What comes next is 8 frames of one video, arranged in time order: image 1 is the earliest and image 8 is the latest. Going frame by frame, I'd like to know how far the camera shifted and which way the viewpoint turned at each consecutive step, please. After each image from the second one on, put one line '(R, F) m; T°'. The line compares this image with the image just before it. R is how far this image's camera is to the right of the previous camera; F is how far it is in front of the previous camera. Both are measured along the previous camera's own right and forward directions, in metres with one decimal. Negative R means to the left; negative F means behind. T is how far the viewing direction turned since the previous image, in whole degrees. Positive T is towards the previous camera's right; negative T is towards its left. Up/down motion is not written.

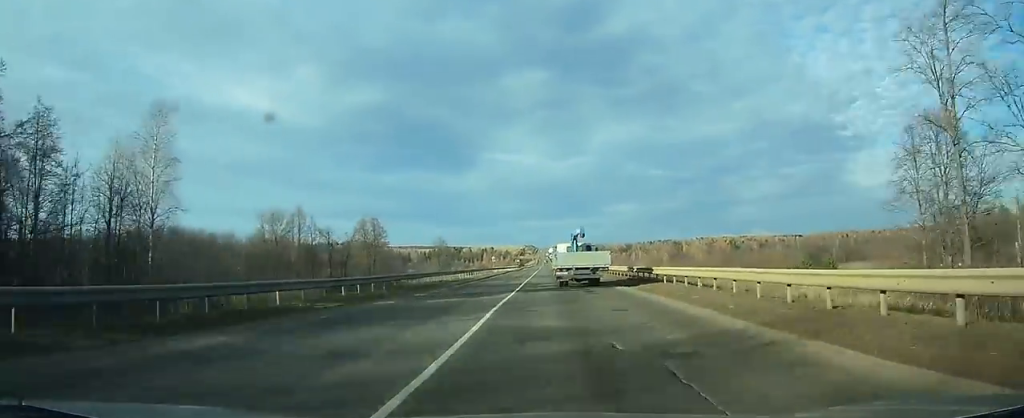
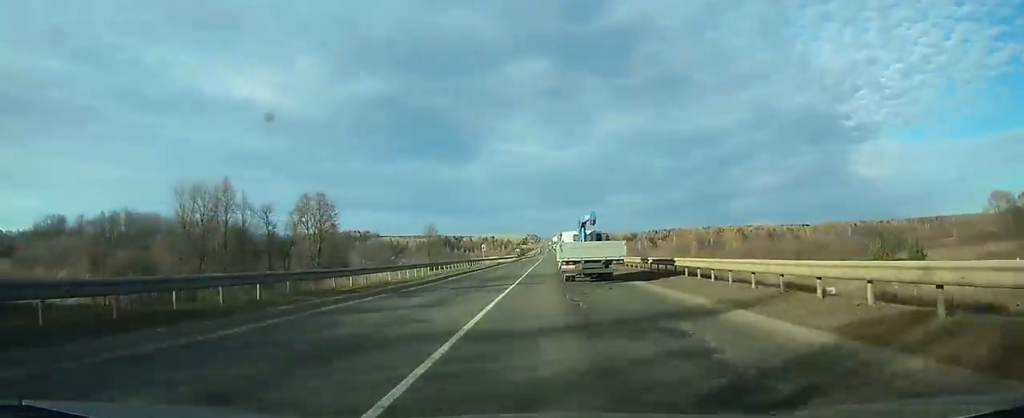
(+0.1, +25.8) m; 0°
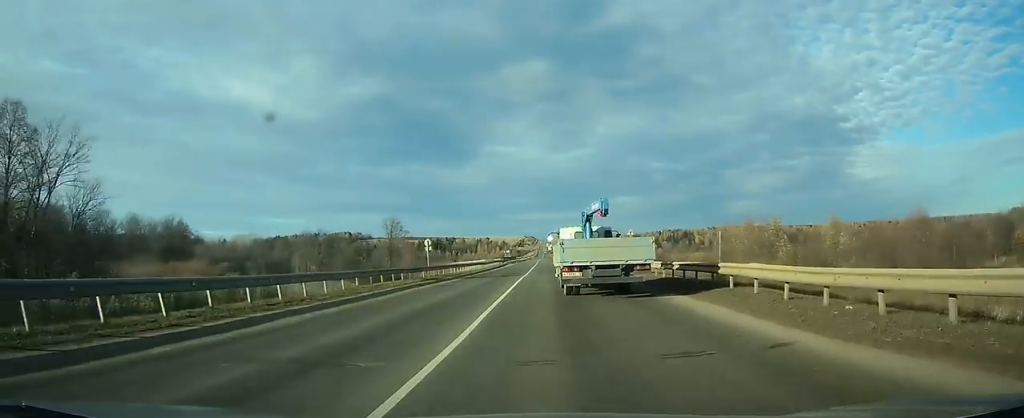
(-0.2, +48.7) m; 0°
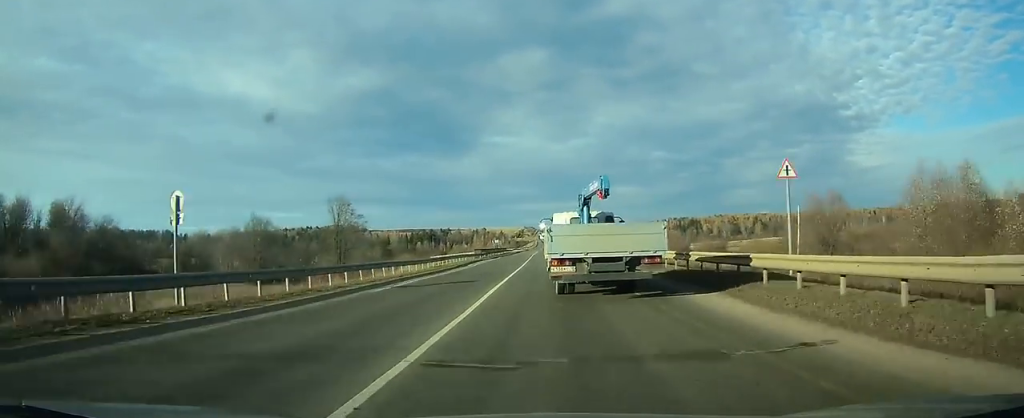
(-0.1, +42.5) m; 0°
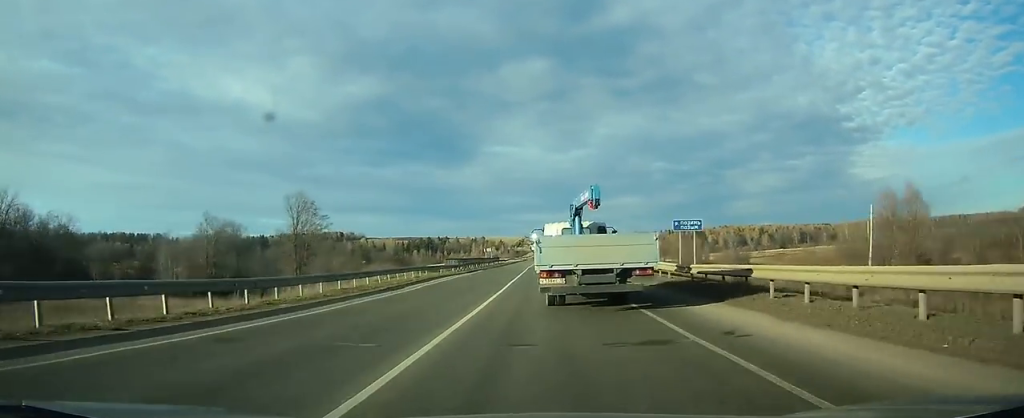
(+0.2, +21.9) m; 0°
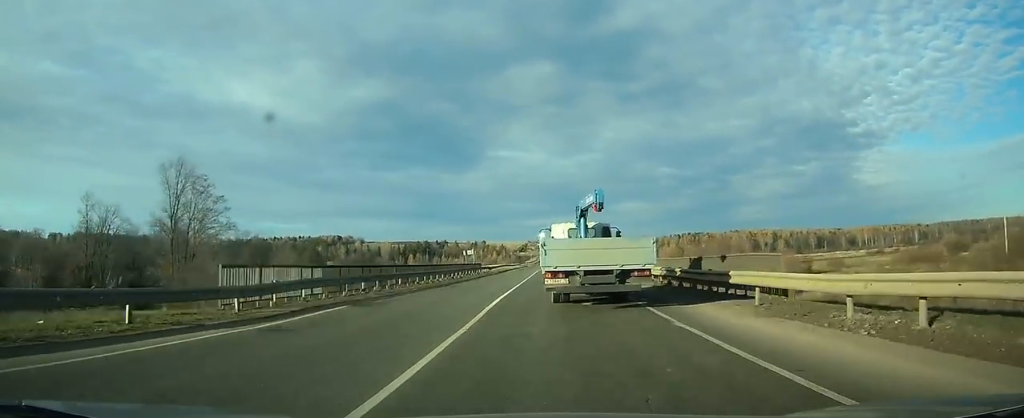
(+0.1, +38.7) m; 0°
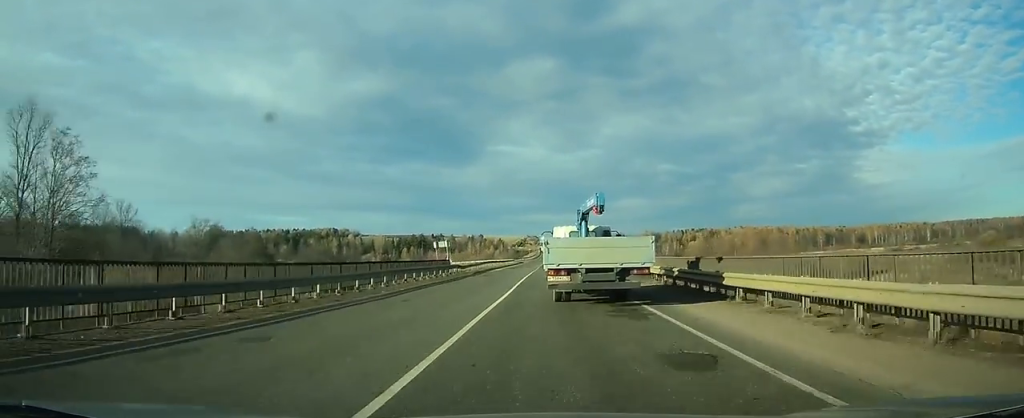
(-0.1, +23.9) m; 0°
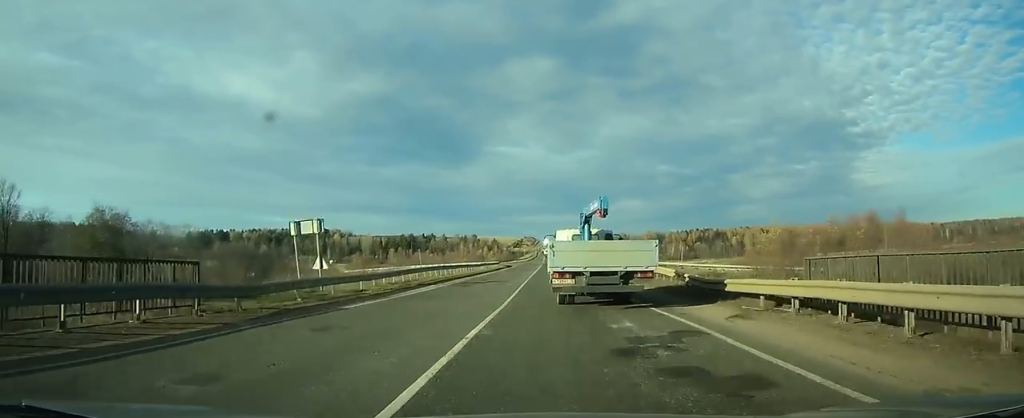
(+0.1, +37.5) m; 0°
